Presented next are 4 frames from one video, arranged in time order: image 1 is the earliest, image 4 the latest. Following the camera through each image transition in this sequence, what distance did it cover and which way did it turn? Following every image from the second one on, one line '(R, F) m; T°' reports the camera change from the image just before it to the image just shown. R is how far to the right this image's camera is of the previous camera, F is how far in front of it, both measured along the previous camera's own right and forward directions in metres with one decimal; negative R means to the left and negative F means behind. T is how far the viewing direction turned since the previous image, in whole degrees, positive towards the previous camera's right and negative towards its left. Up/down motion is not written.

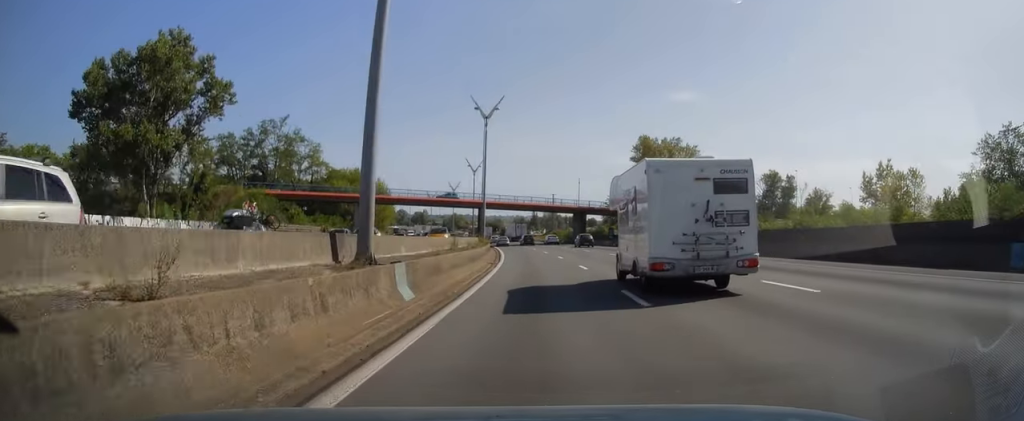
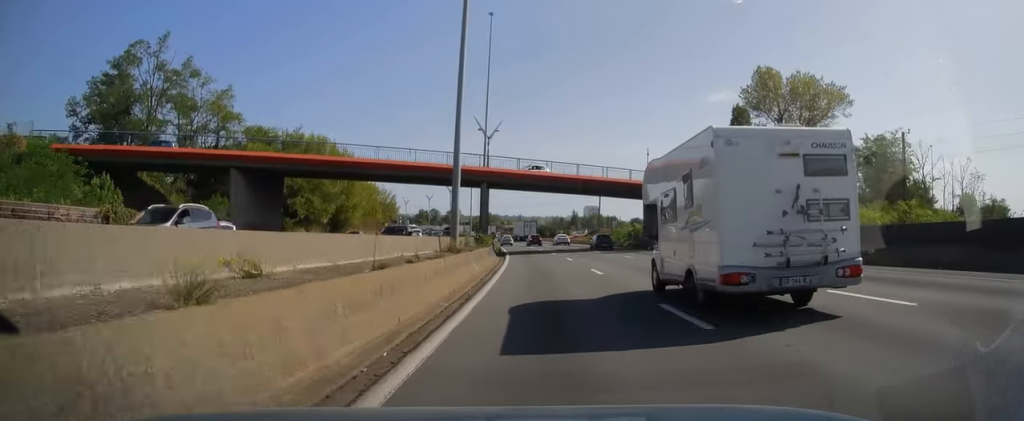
(-1.2, +41.2) m; -3°
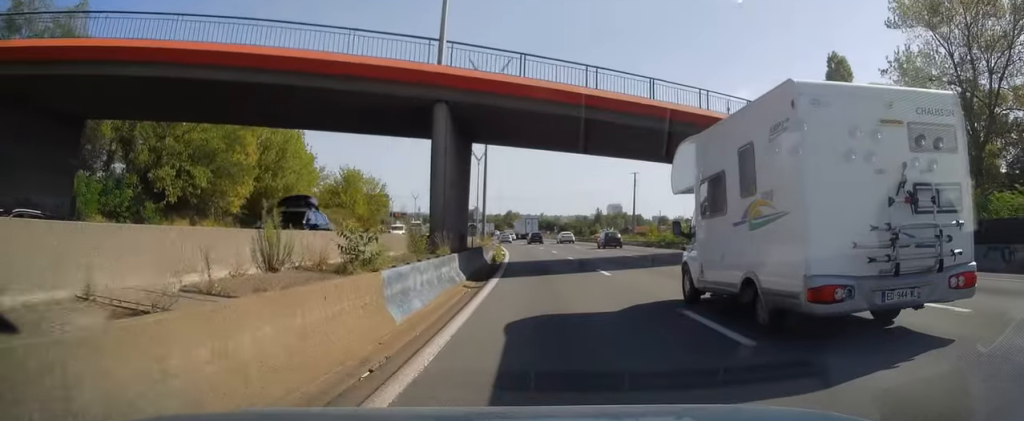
(-0.4, +26.9) m; -2°
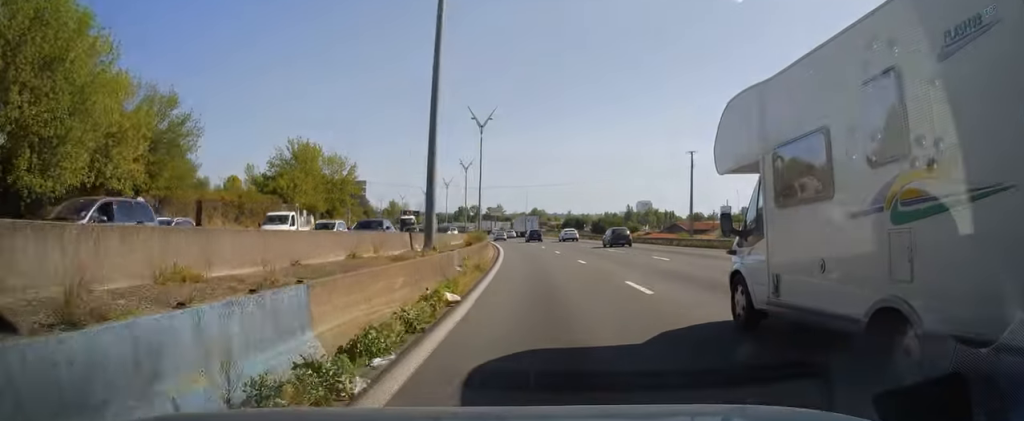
(-0.9, +33.0) m; -3°
